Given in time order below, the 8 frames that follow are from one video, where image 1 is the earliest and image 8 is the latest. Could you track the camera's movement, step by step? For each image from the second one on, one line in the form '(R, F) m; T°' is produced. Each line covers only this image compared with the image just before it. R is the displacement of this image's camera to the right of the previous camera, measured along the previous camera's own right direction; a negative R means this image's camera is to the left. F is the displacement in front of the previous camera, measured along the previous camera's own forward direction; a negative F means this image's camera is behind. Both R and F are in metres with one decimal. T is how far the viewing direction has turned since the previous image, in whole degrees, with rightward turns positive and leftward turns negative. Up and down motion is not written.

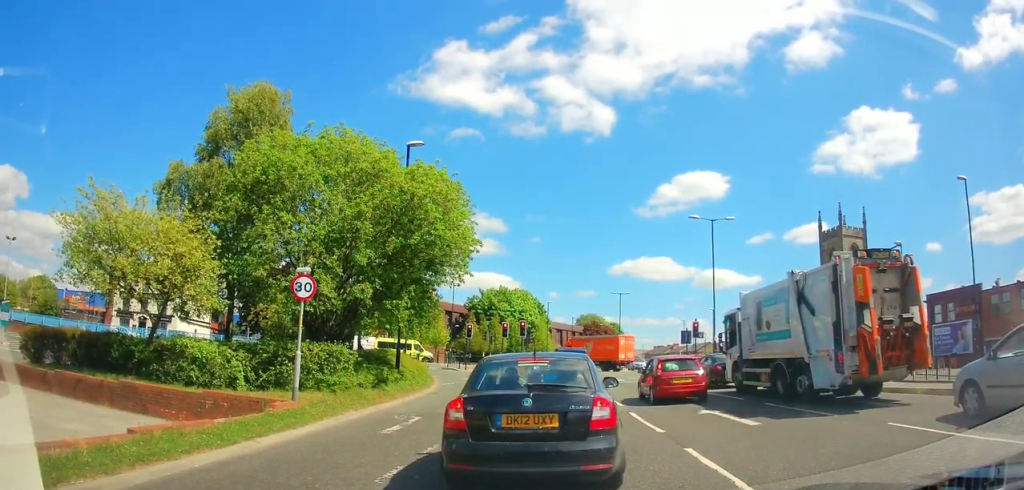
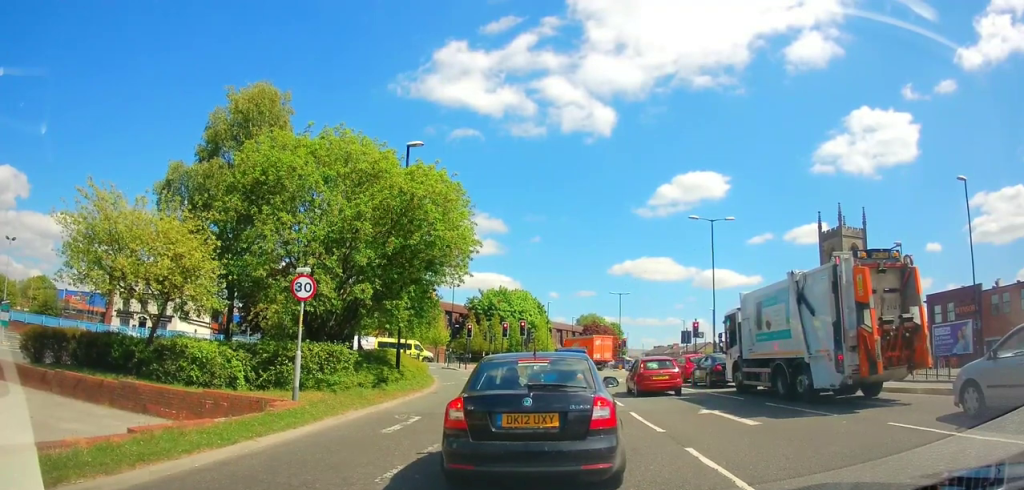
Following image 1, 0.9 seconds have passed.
(0.0, 0.0) m; 0°
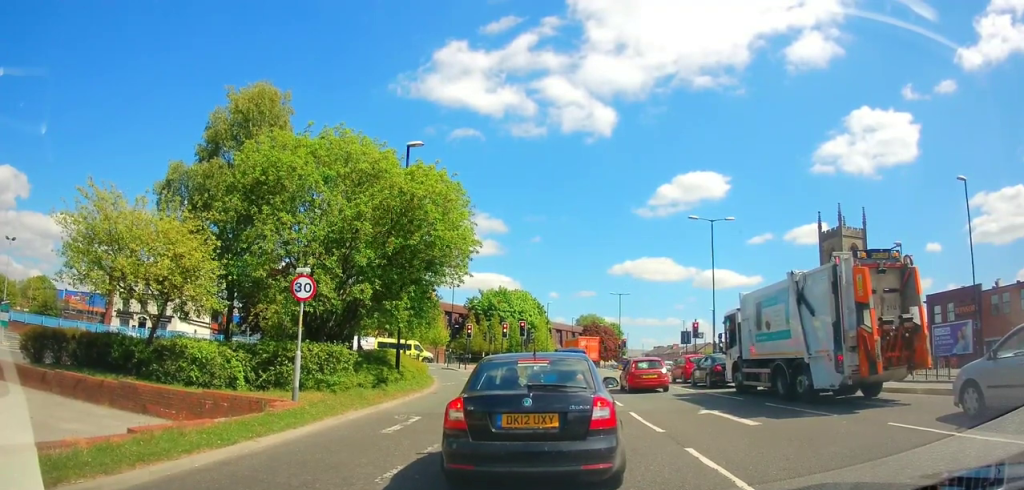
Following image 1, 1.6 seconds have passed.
(0.0, 0.0) m; 0°
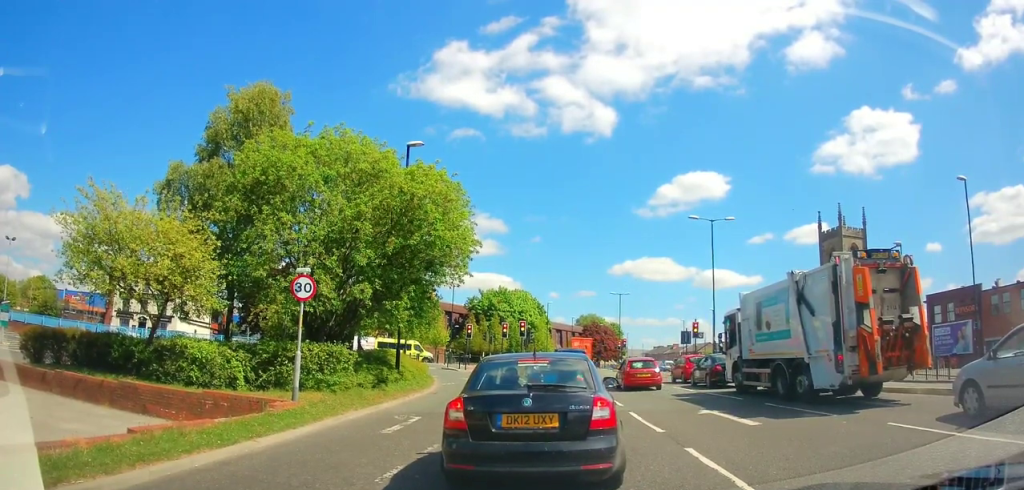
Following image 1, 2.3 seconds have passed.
(0.0, 0.0) m; 0°
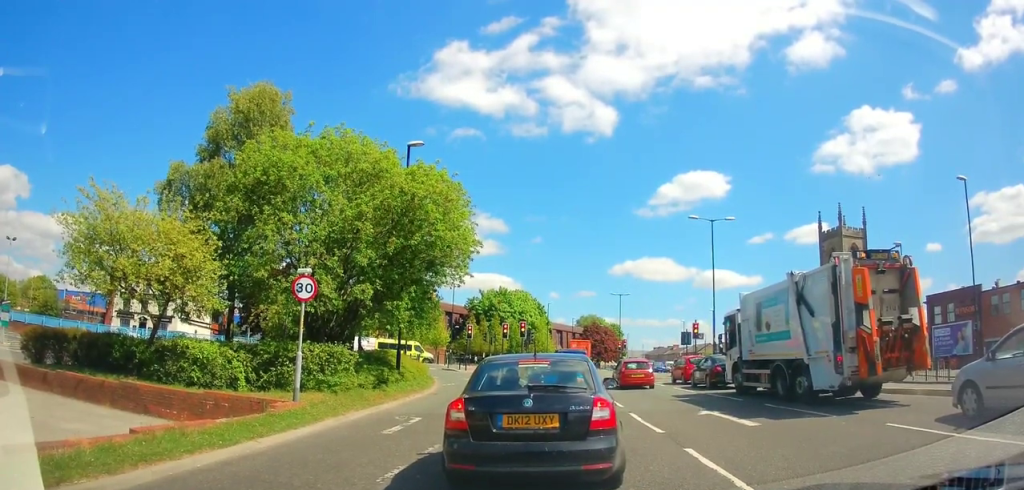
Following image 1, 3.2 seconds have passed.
(0.0, 0.0) m; 0°
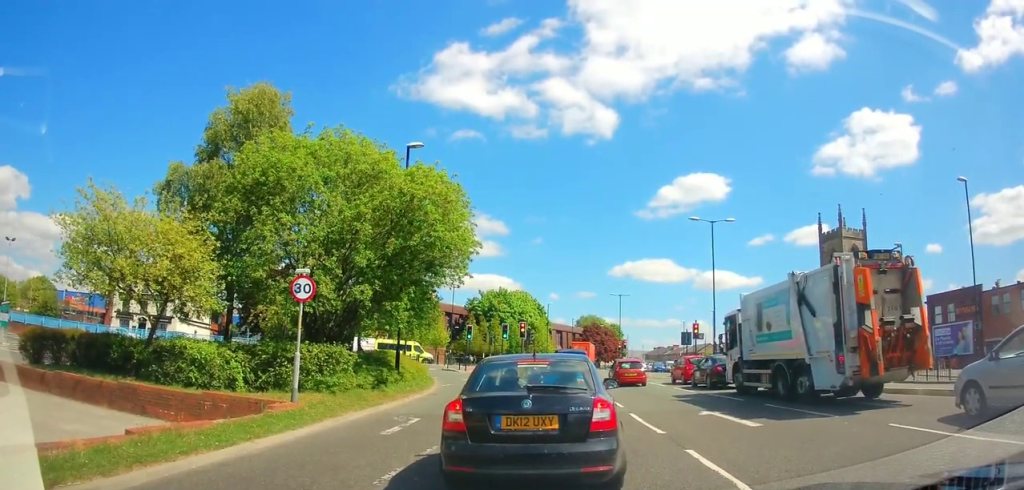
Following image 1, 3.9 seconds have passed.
(0.0, 0.0) m; 0°
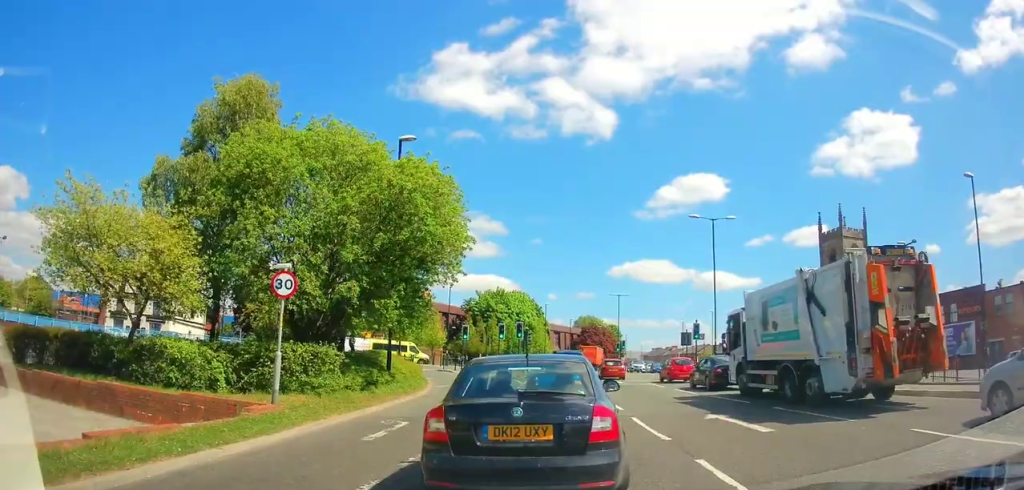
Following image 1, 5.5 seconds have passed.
(+0.1, +0.3) m; 0°
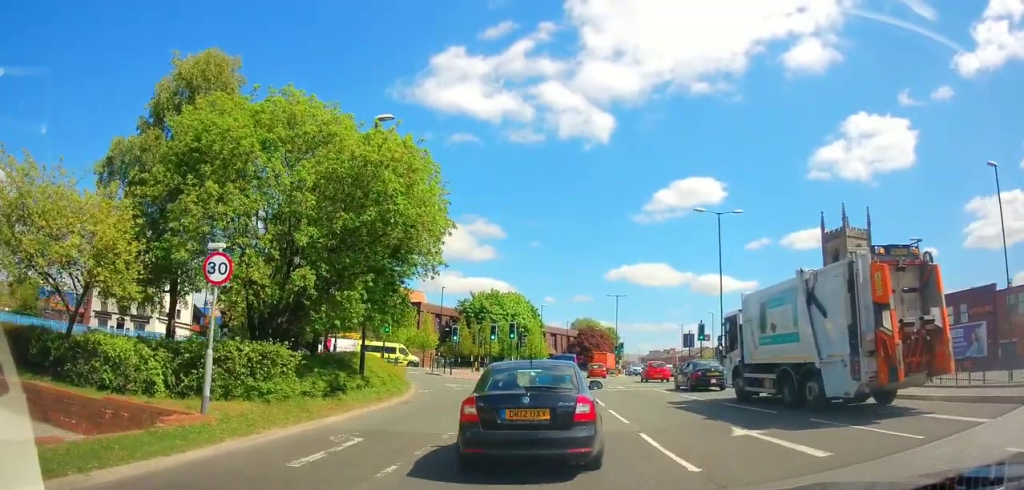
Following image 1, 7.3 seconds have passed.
(0.0, +3.3) m; -3°
